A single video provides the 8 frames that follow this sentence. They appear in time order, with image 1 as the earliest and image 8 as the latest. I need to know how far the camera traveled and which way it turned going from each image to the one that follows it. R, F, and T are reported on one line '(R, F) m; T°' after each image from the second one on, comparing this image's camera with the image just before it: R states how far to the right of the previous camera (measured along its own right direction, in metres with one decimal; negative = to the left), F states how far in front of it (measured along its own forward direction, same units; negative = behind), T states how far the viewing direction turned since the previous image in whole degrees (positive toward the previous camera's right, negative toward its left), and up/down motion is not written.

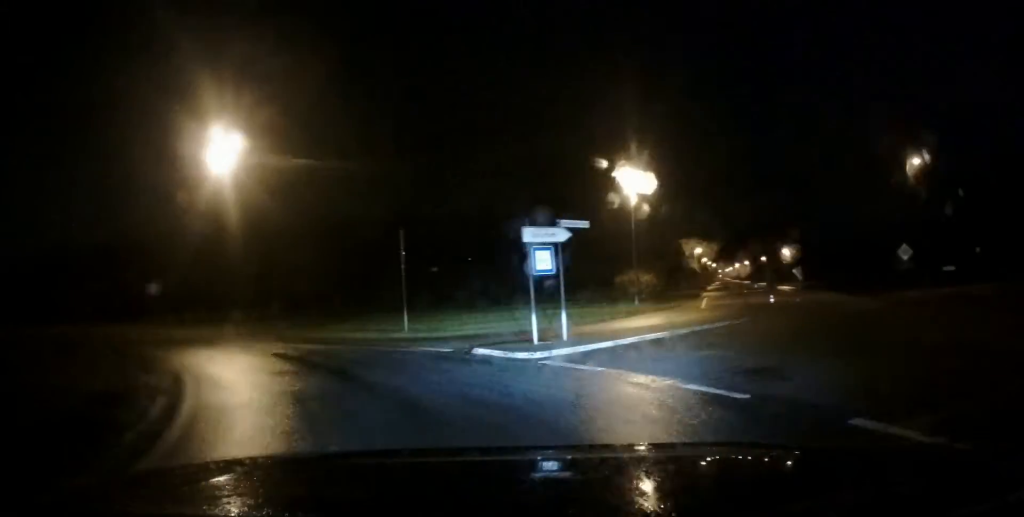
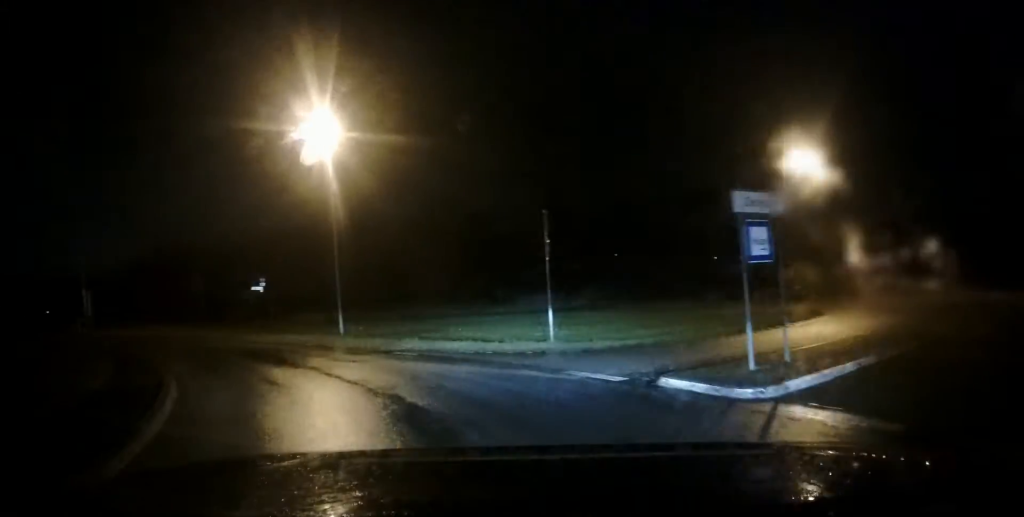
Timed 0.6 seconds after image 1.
(-0.5, +4.1) m; -15°
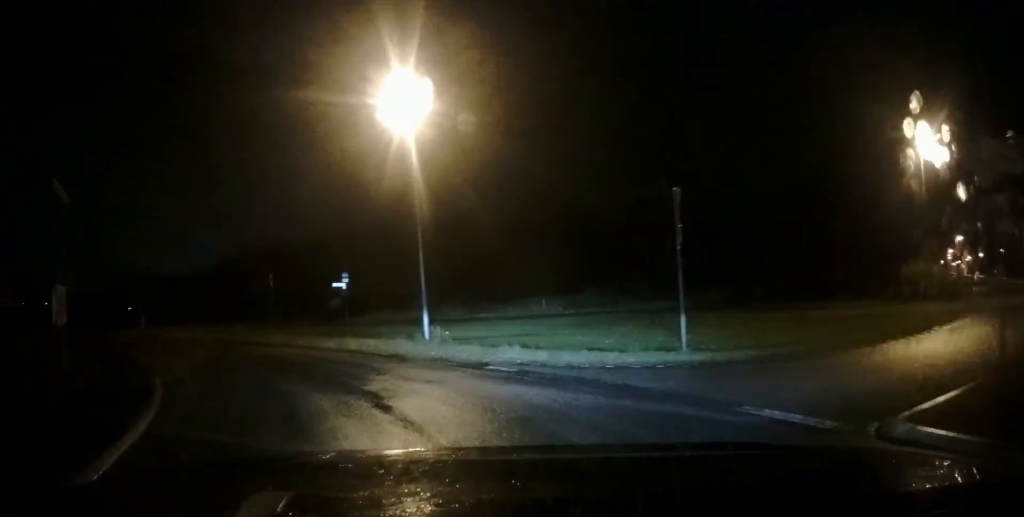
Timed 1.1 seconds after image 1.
(+0.2, +3.0) m; -12°
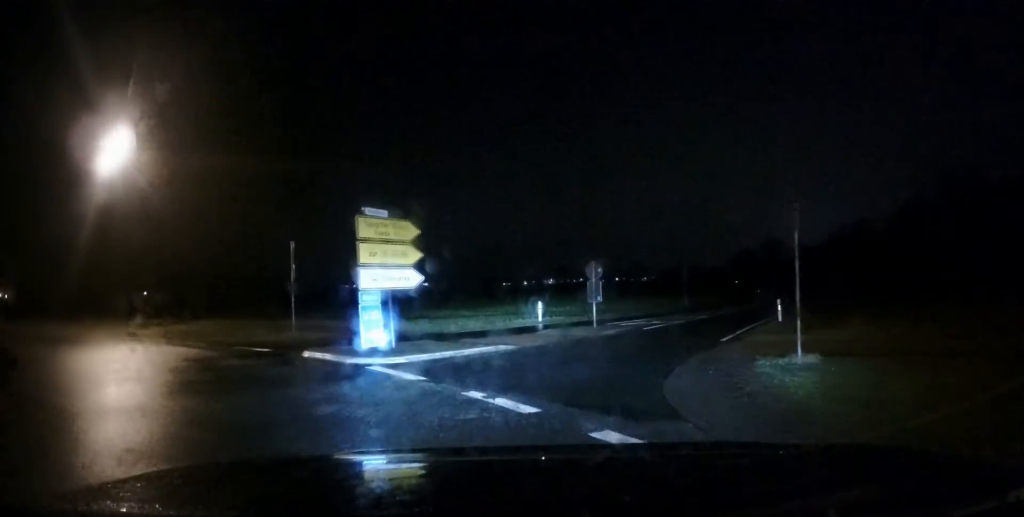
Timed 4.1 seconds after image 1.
(-12.0, +17.5) m; -36°
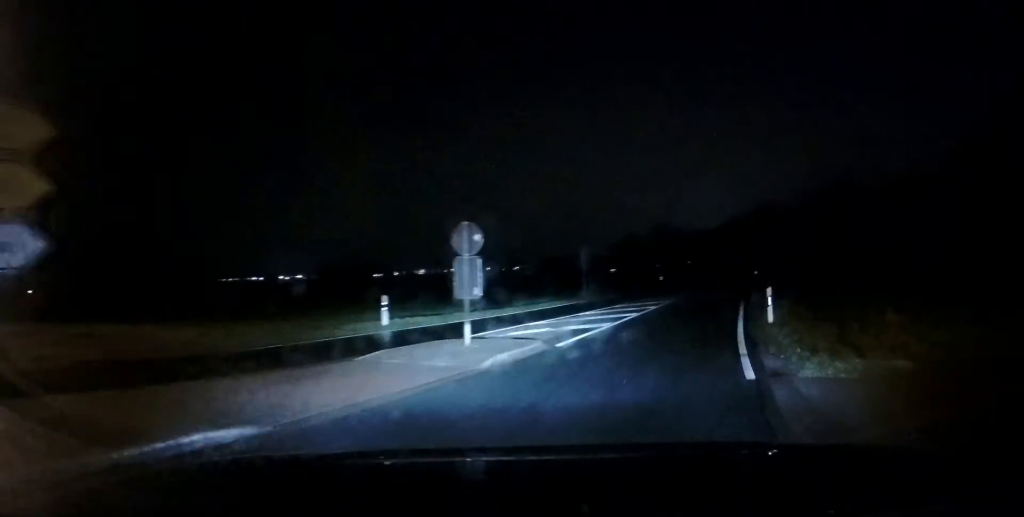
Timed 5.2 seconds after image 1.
(+1.4, +9.1) m; +14°
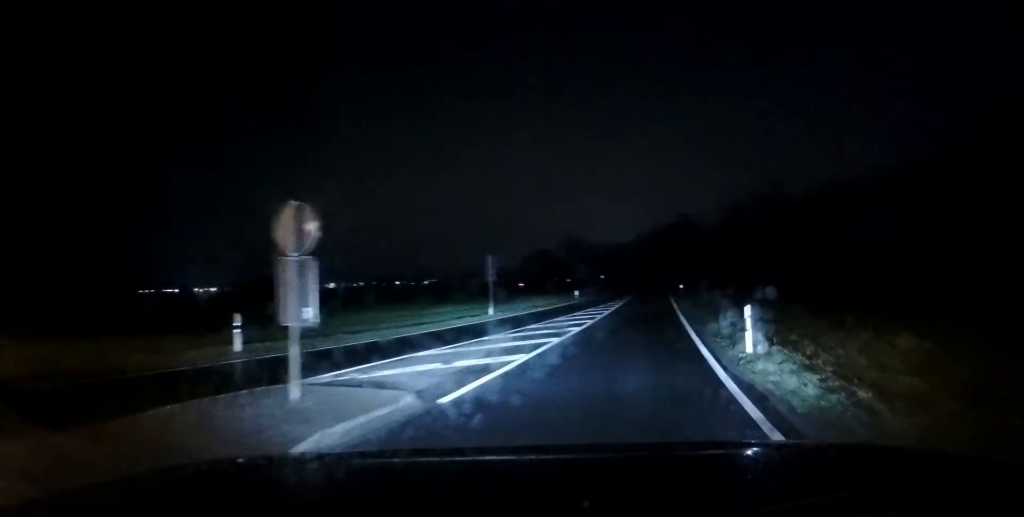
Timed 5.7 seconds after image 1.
(+0.3, +4.3) m; +3°
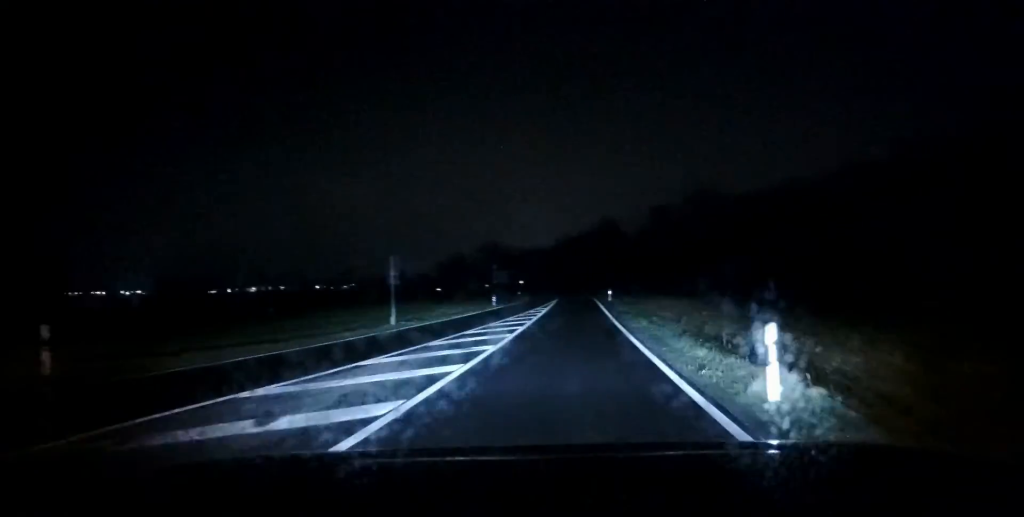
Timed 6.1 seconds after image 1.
(+0.1, +4.4) m; +3°
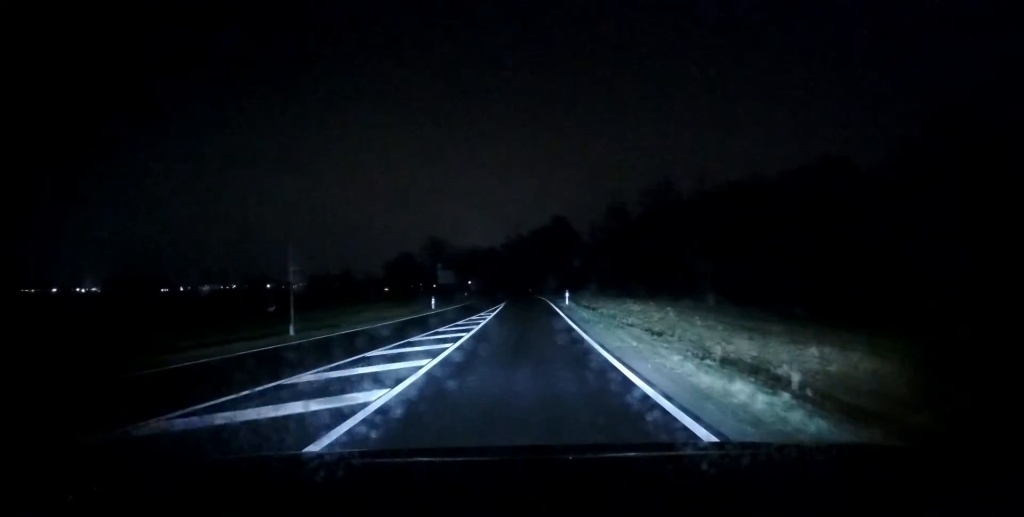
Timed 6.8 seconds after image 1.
(+0.2, +6.4) m; +2°
